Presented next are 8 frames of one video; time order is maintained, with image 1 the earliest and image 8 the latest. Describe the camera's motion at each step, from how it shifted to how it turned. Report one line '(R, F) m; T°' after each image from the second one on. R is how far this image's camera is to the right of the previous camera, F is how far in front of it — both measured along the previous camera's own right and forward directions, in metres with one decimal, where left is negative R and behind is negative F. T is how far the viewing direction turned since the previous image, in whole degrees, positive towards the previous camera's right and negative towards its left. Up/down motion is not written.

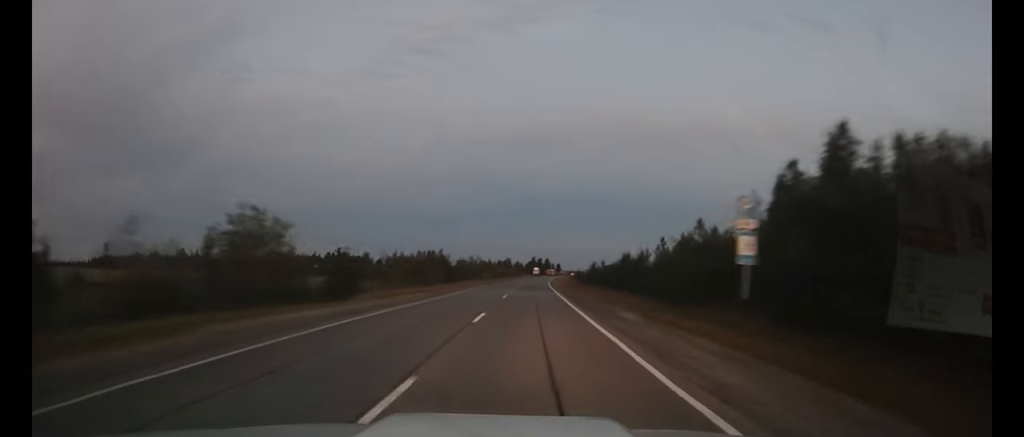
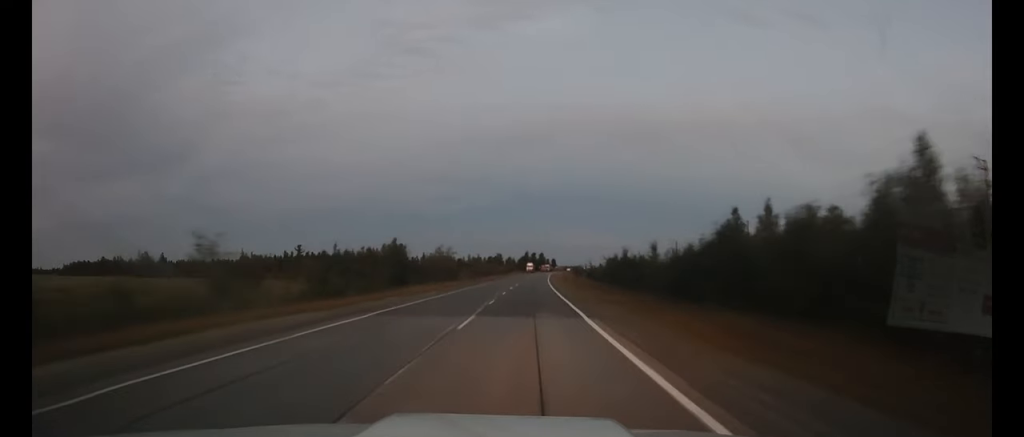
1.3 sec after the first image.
(+0.3, +29.9) m; +1°
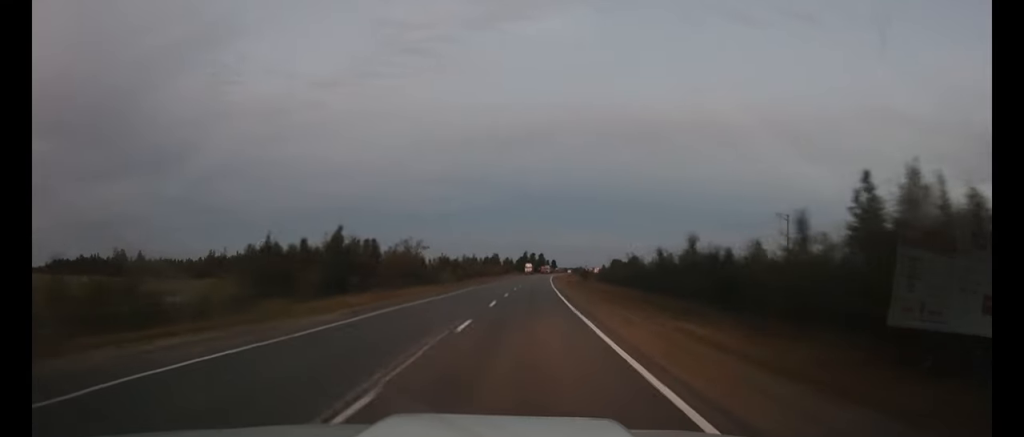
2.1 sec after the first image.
(+0.1, +20.3) m; 0°
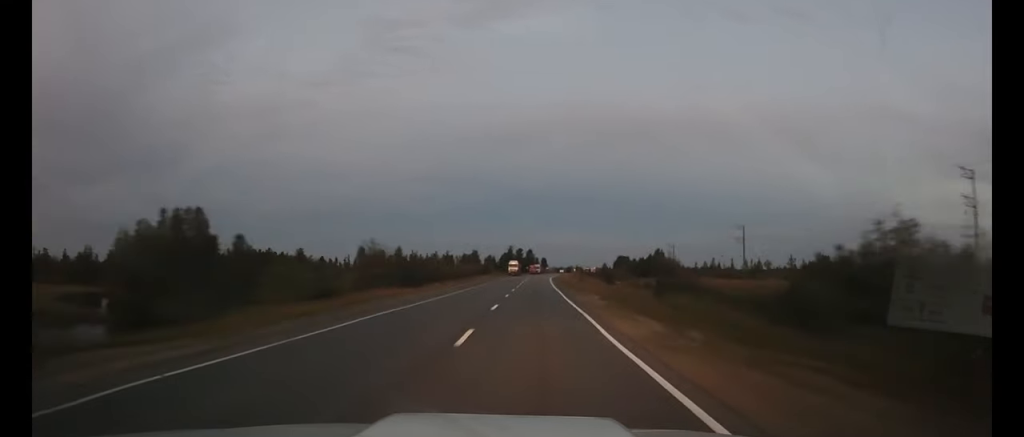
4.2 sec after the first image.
(+0.3, +53.3) m; +1°
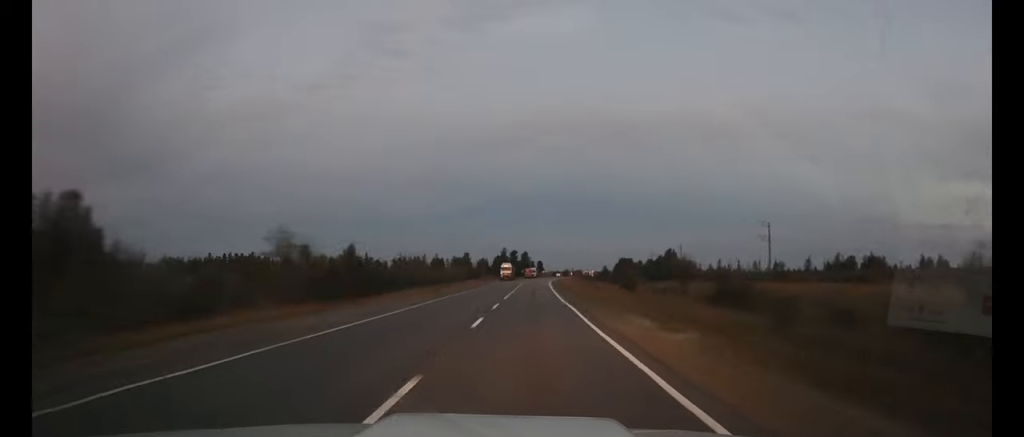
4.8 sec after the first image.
(+0.1, +16.7) m; 0°
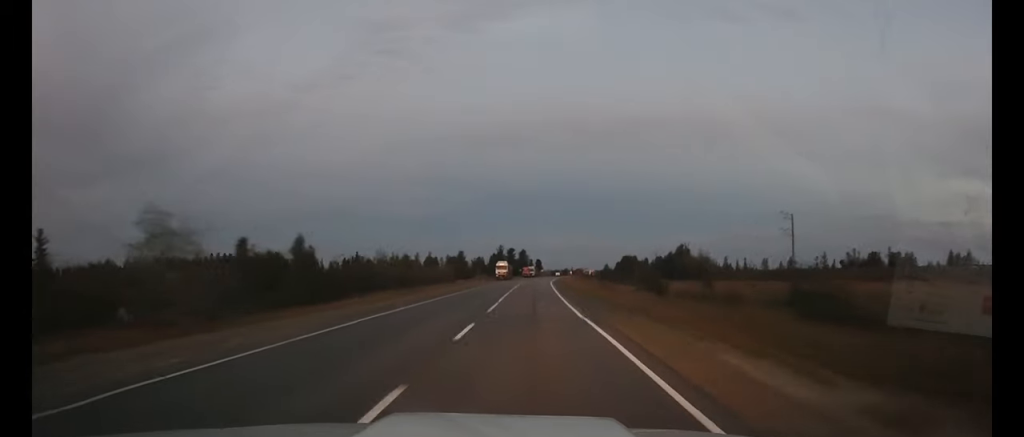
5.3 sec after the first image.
(0.0, +11.5) m; 0°
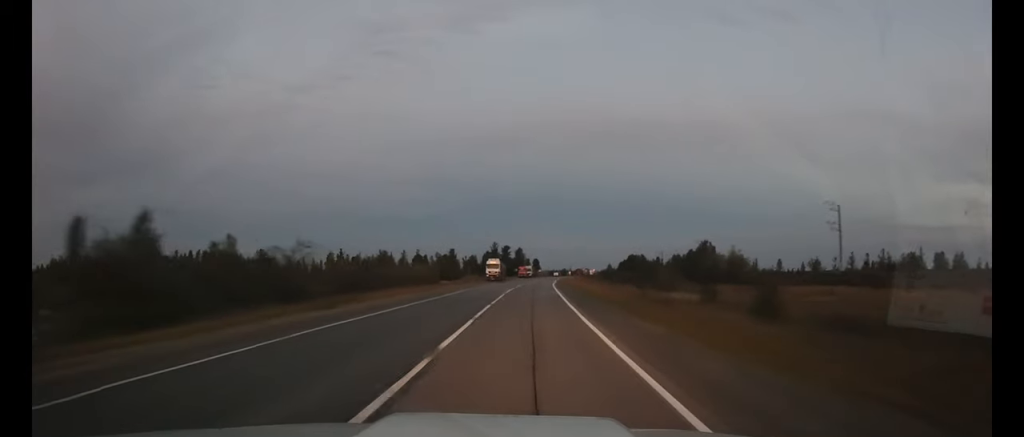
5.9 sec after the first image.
(+0.1, +17.9) m; 0°
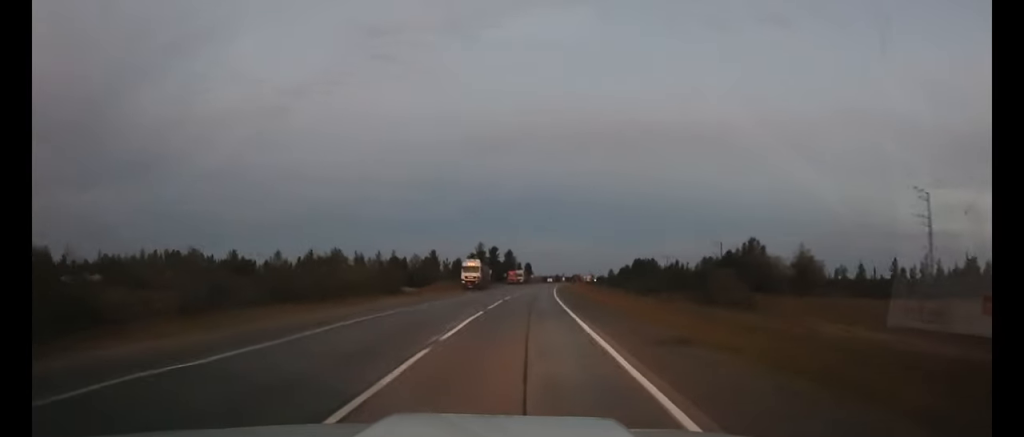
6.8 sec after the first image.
(+0.1, +24.3) m; +1°
